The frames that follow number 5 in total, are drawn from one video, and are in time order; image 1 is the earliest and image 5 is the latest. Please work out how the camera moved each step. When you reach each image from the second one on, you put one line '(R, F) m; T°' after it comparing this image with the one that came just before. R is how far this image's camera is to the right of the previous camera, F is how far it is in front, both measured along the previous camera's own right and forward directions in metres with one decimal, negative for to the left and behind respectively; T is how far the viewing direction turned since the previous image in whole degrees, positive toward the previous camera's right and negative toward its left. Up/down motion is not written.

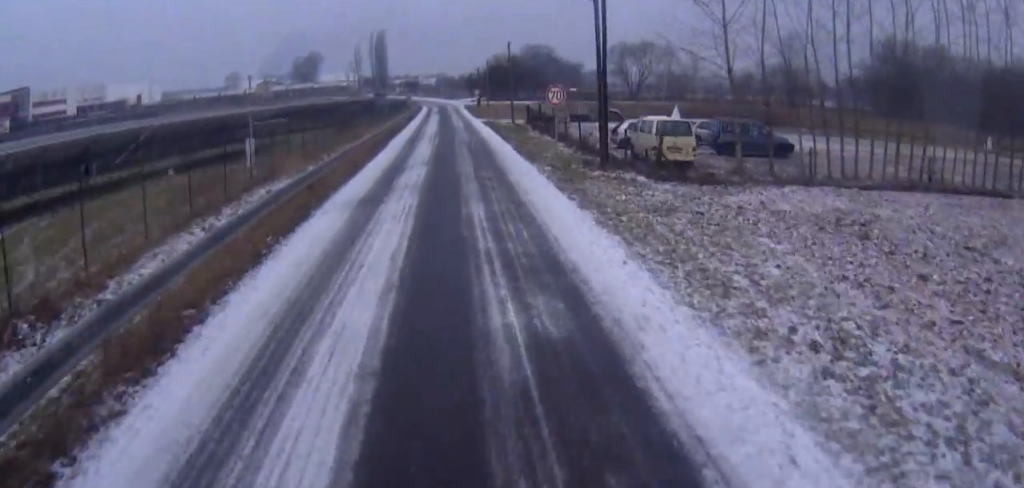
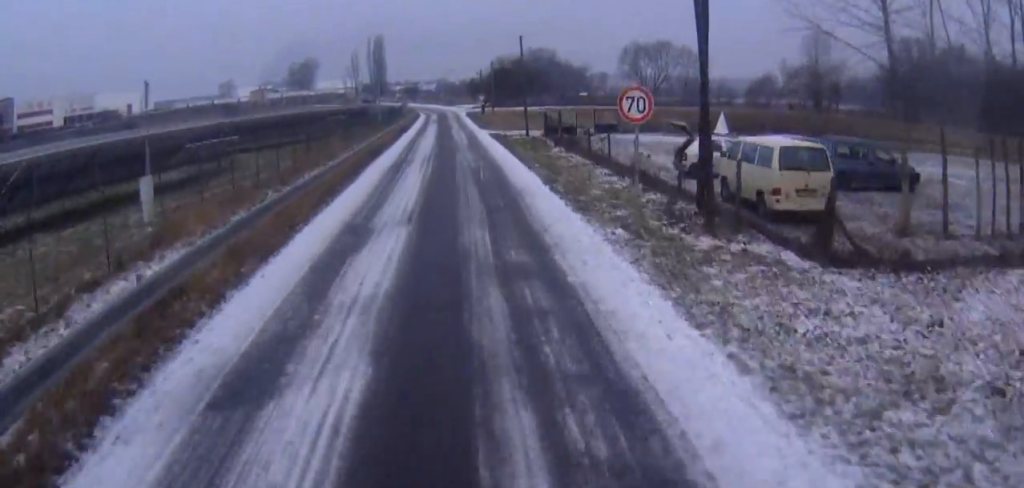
(0.0, +10.2) m; +1°
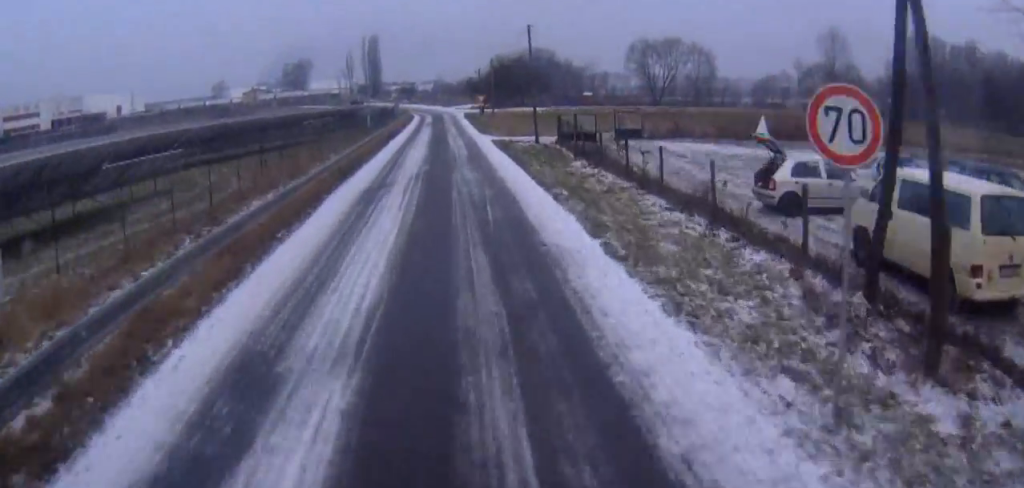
(+0.1, +7.1) m; 0°
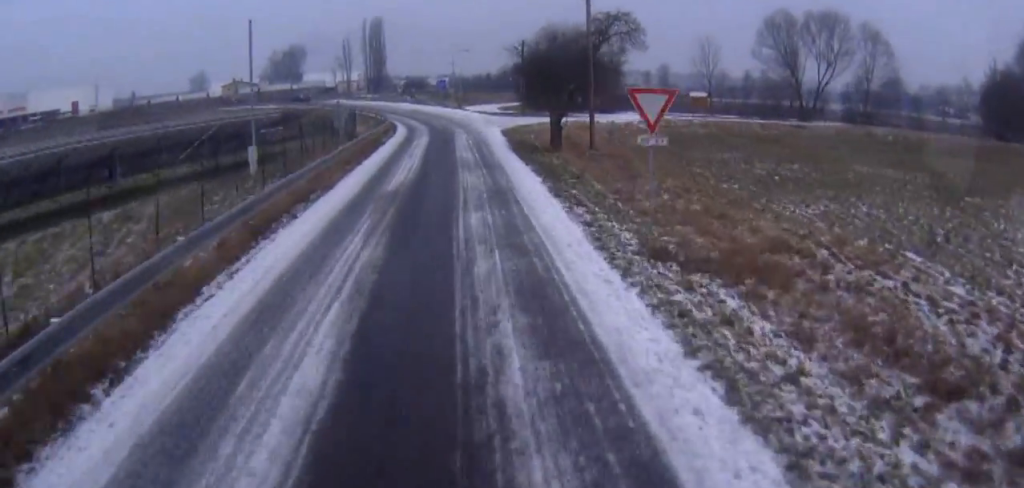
(-0.2, +45.5) m; -1°
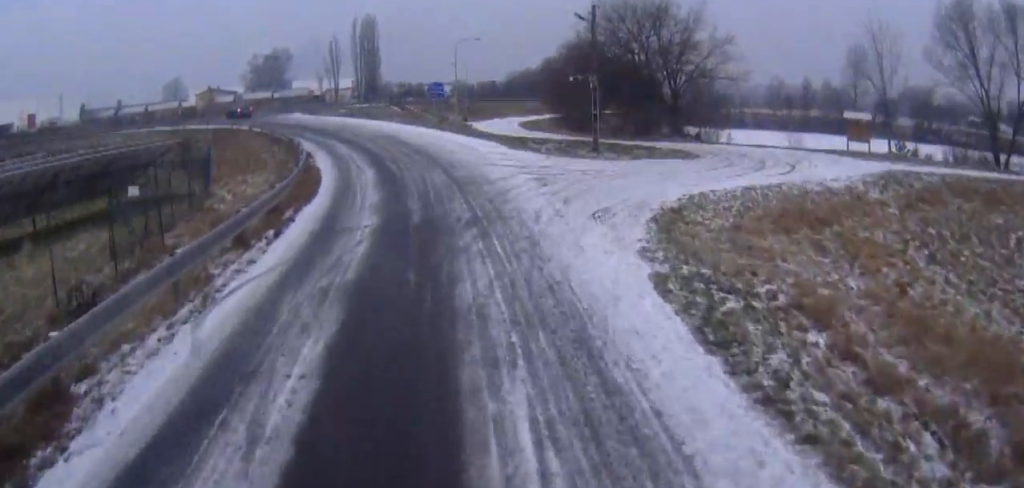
(-0.1, +30.1) m; -1°
